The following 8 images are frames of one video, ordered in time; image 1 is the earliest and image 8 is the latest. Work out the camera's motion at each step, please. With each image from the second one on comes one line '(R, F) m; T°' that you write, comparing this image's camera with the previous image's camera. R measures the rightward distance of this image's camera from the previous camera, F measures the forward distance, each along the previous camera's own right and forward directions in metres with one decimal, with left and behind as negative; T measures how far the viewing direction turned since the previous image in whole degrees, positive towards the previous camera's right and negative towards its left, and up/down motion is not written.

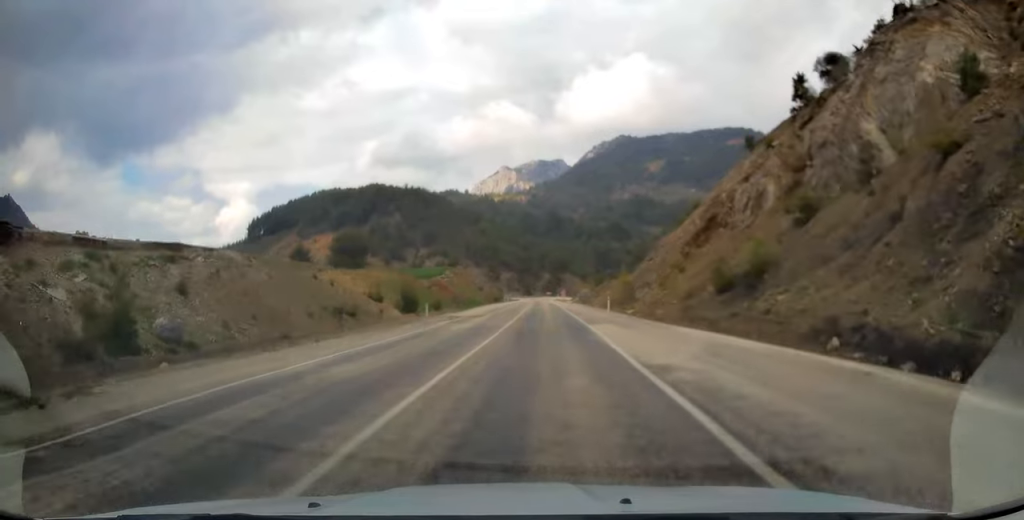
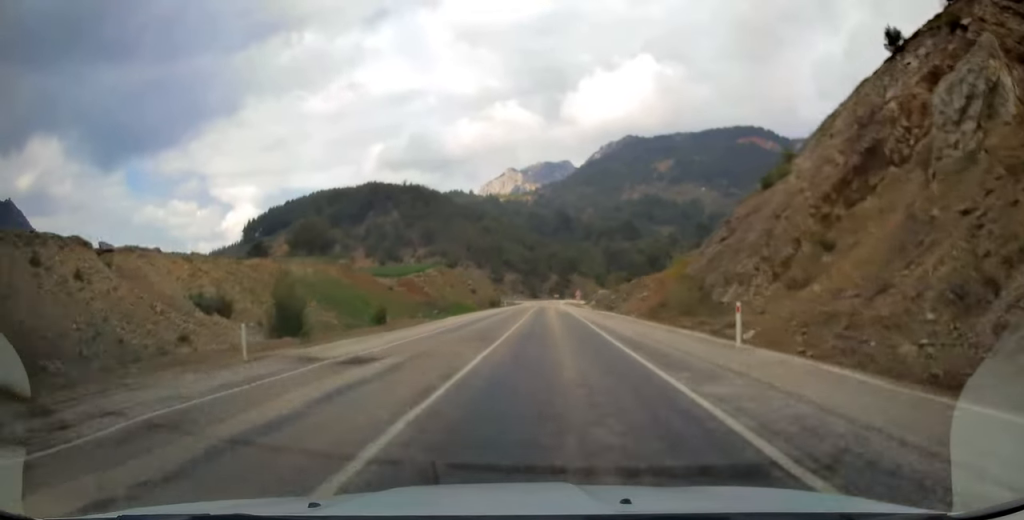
(-0.2, +26.7) m; -1°
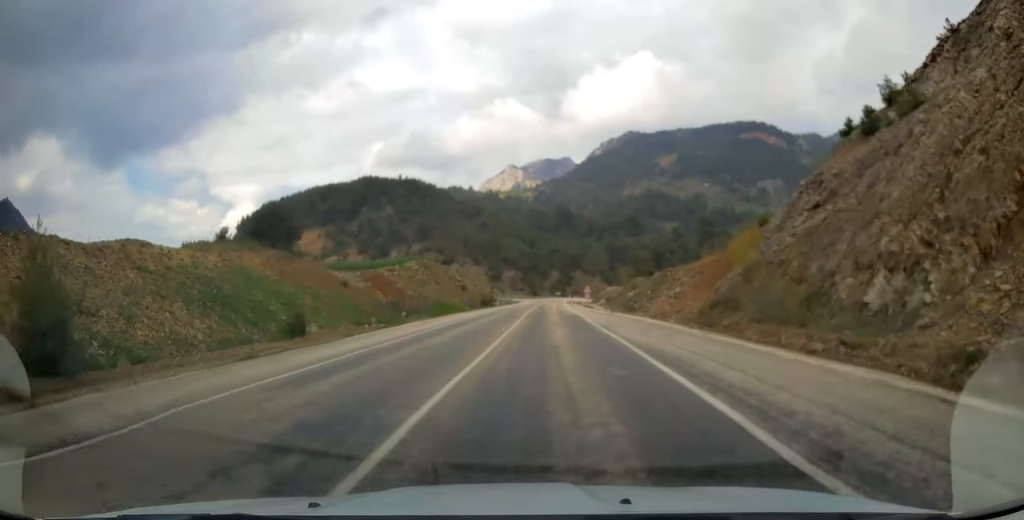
(0.0, +15.3) m; 0°
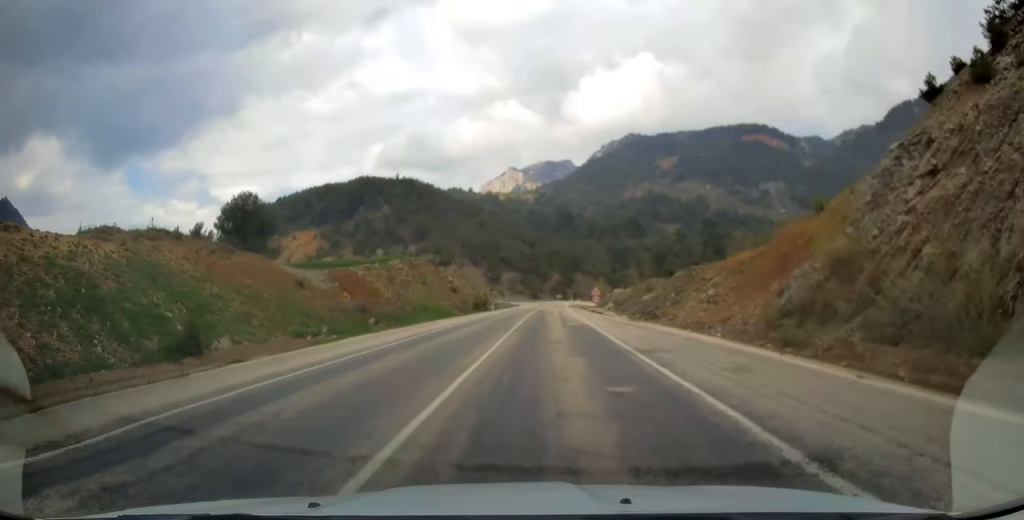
(+0.1, +9.5) m; 0°
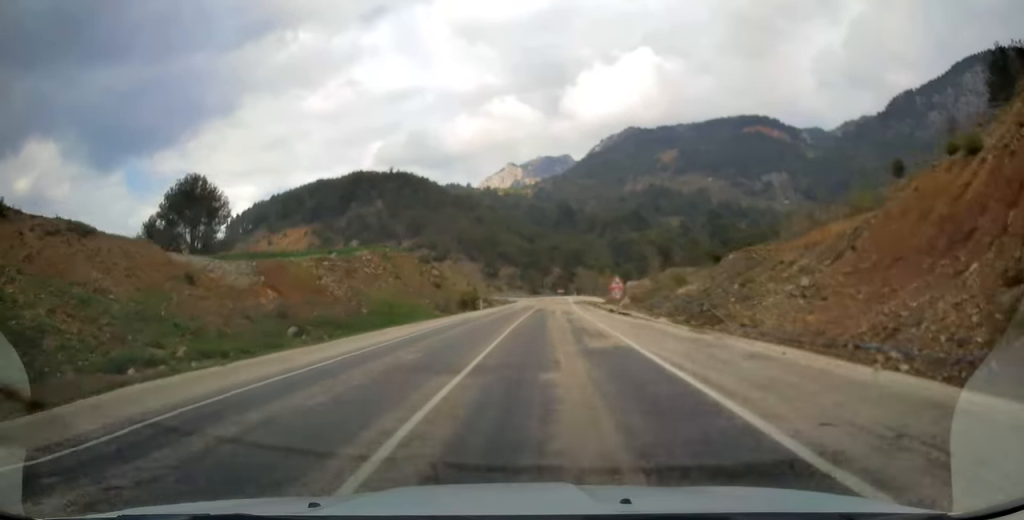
(0.0, +13.9) m; 0°
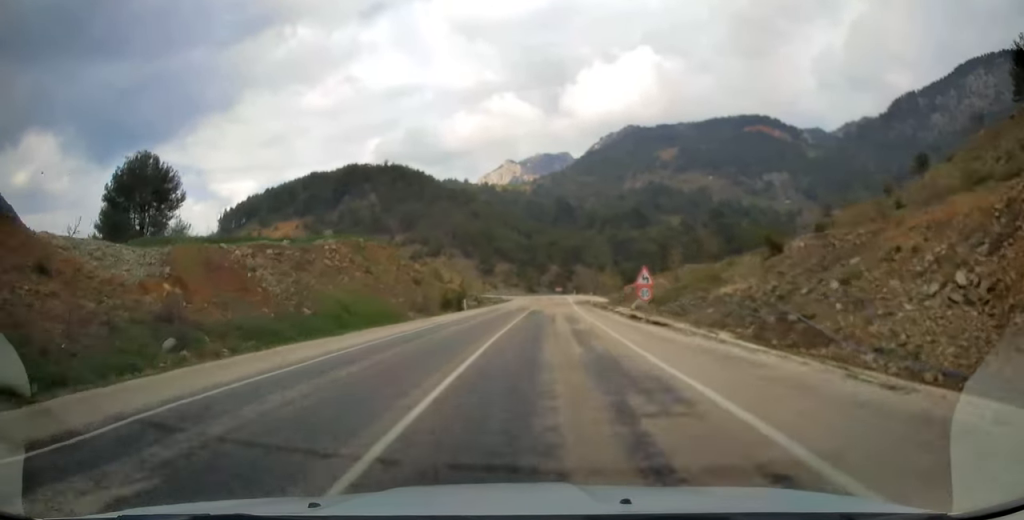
(-0.1, +10.2) m; 0°
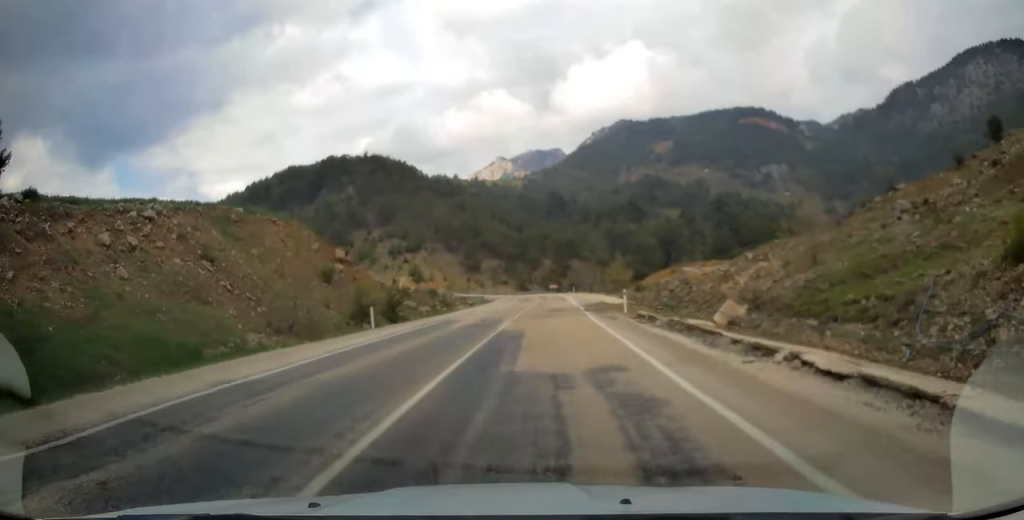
(+0.3, +26.6) m; 0°
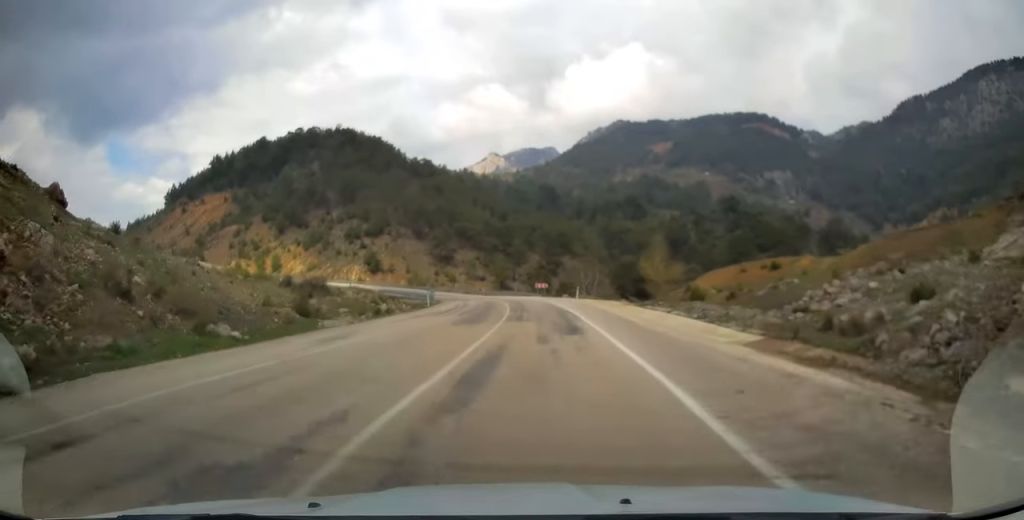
(0.0, +41.7) m; +1°
